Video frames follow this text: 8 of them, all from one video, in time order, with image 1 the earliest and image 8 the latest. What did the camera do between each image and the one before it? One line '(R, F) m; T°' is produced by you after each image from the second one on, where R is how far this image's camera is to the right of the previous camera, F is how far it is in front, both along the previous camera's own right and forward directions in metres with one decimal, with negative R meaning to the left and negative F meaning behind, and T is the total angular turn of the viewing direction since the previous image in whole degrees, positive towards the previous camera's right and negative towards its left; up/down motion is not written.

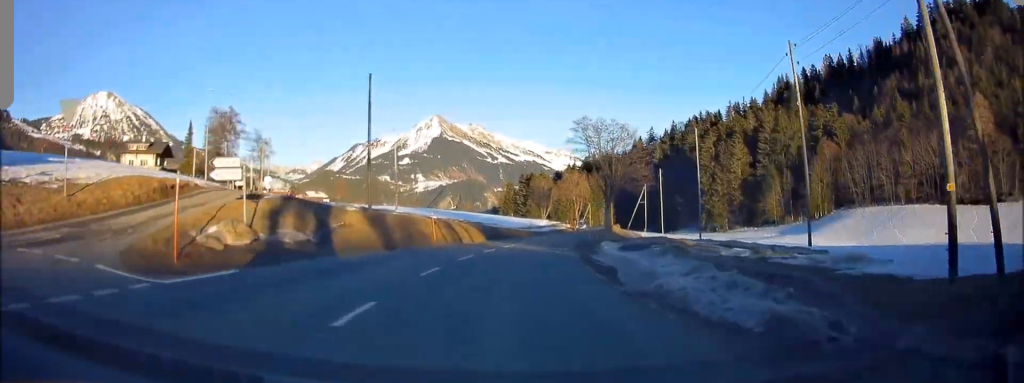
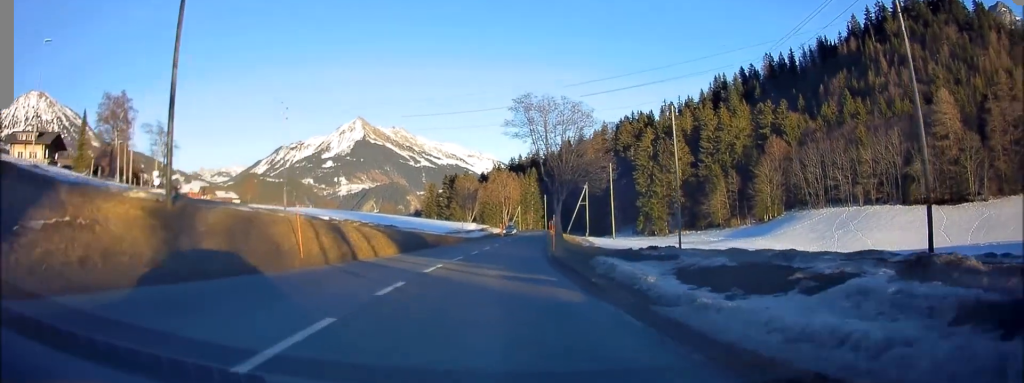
(+0.9, +14.0) m; +7°
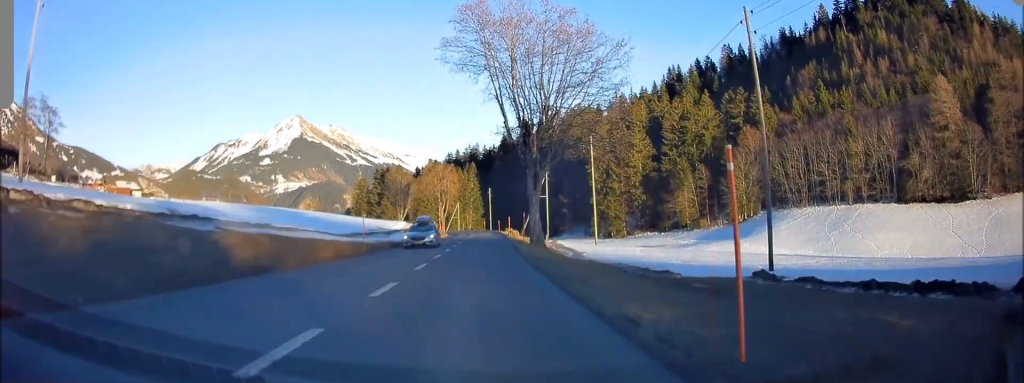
(+2.5, +24.5) m; +9°
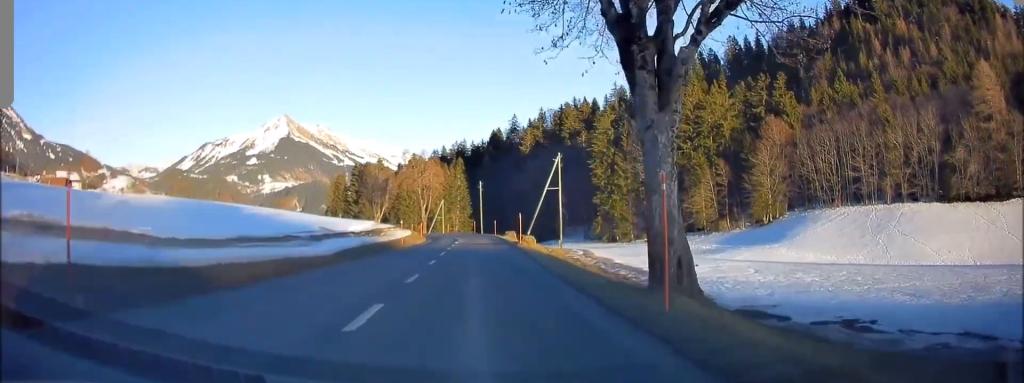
(+1.0, +21.9) m; +5°
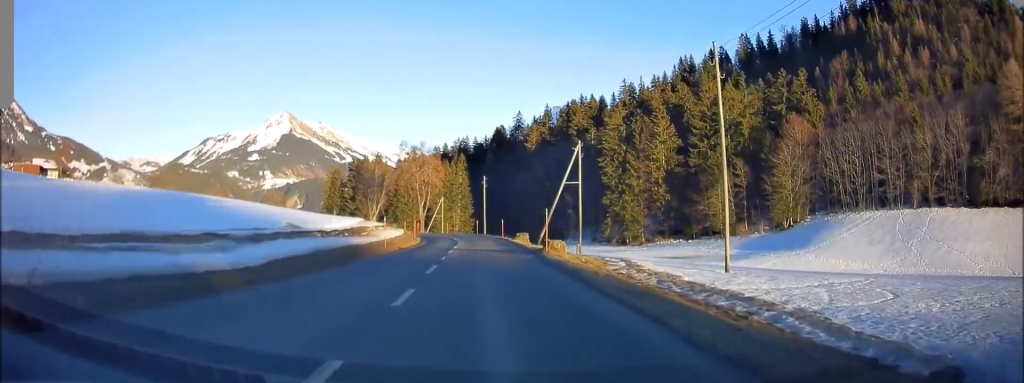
(+0.2, +10.1) m; +1°
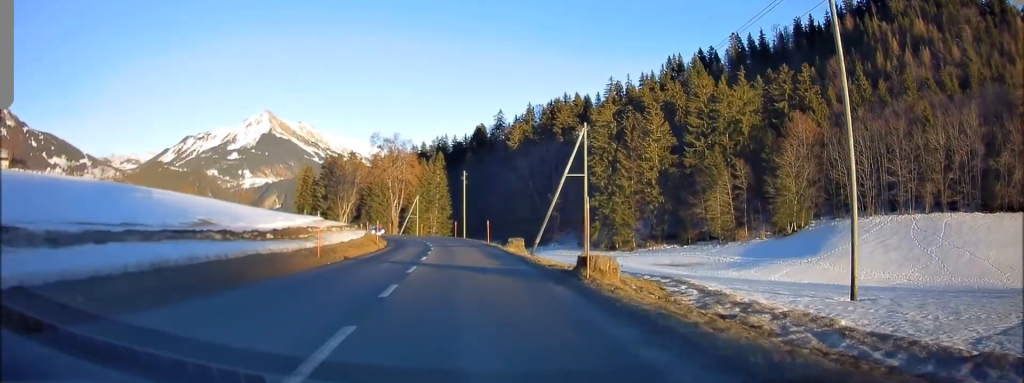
(+0.2, +10.7) m; +1°
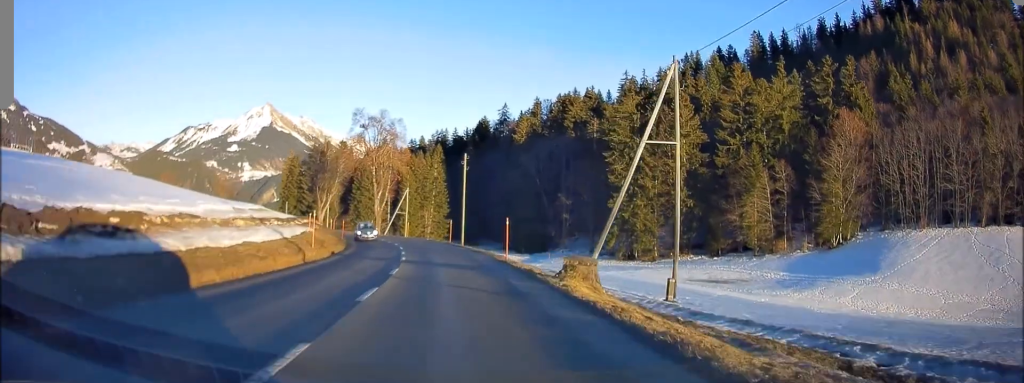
(0.0, +18.7) m; 0°
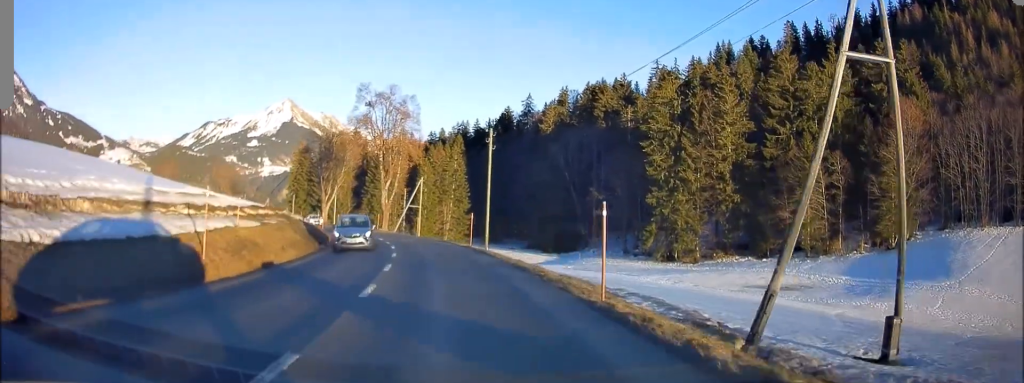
(0.0, +13.1) m; 0°
